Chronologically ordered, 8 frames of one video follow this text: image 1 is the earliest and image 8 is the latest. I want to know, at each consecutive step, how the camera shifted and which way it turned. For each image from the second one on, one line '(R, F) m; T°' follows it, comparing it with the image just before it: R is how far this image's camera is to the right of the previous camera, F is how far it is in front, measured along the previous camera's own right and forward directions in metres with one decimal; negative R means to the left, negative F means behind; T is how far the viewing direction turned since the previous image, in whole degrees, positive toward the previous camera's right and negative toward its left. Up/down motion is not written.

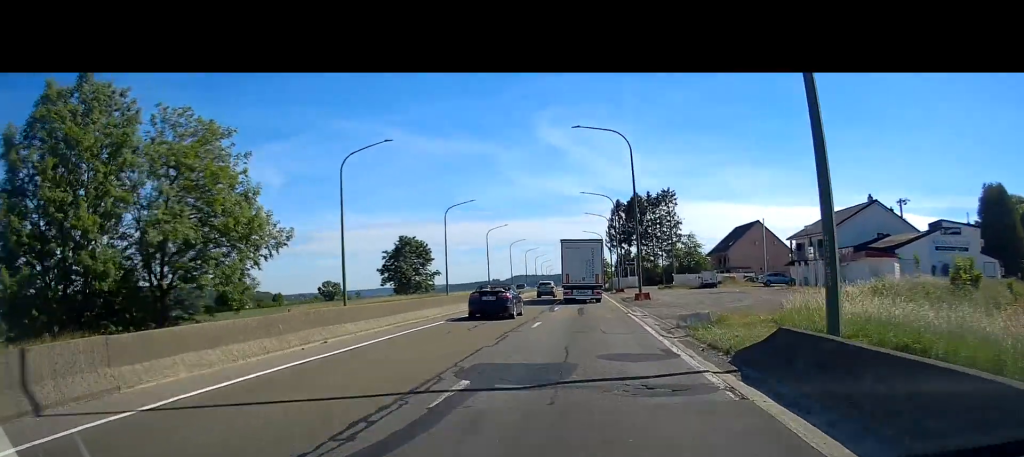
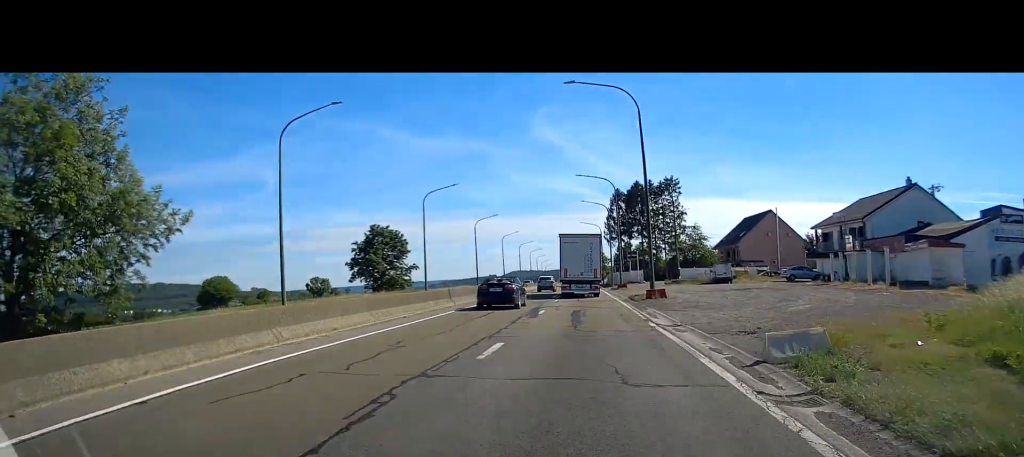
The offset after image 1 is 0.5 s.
(0.0, +9.8) m; 0°
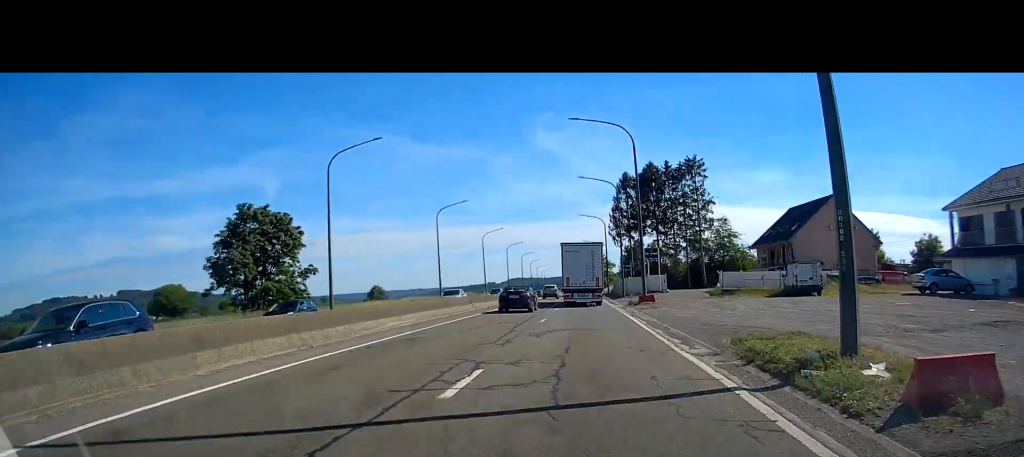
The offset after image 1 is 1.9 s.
(+0.1, +28.2) m; 0°
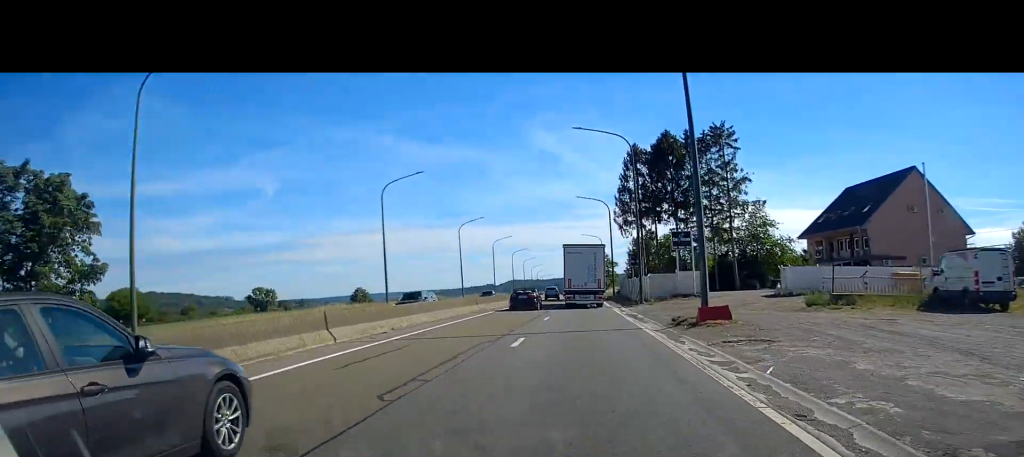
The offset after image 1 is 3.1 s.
(-0.1, +22.5) m; 0°
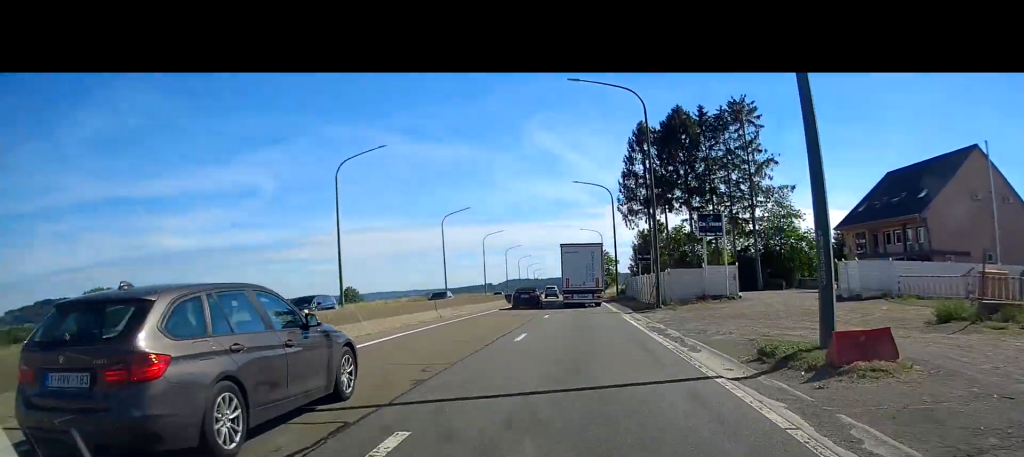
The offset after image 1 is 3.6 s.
(+0.1, +11.2) m; 0°
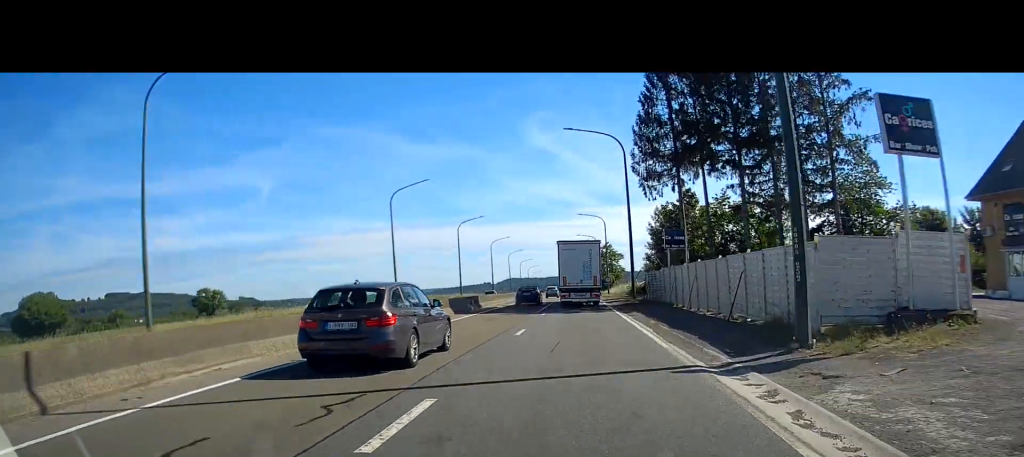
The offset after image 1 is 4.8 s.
(0.0, +23.3) m; 0°
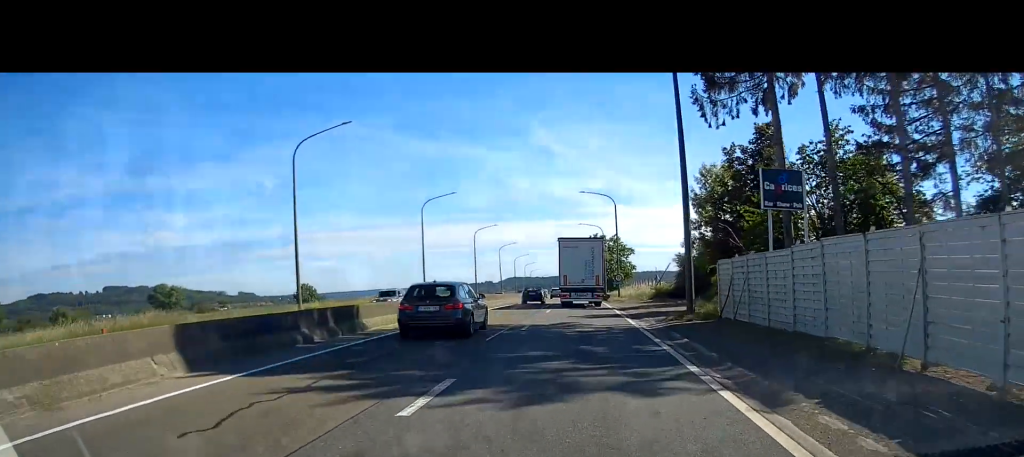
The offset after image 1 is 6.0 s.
(0.0, +23.3) m; 0°
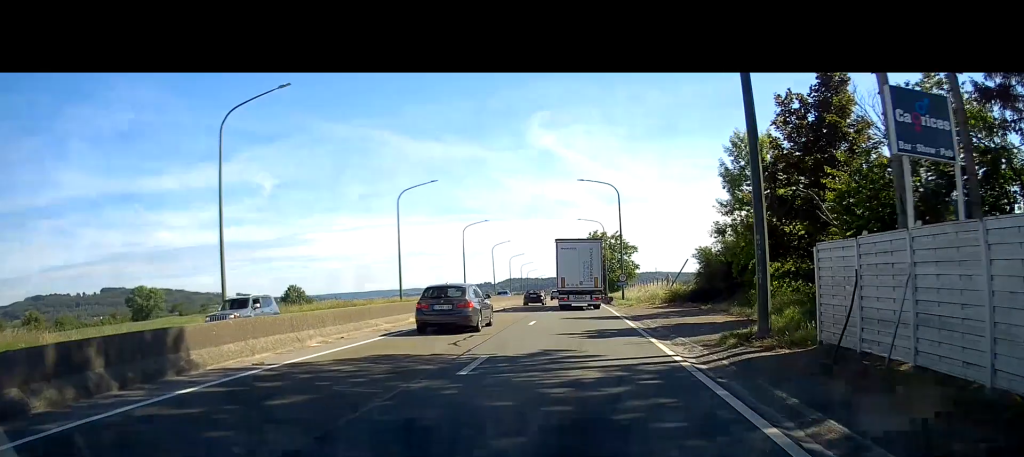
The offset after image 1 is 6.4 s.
(0.0, +9.3) m; 0°
